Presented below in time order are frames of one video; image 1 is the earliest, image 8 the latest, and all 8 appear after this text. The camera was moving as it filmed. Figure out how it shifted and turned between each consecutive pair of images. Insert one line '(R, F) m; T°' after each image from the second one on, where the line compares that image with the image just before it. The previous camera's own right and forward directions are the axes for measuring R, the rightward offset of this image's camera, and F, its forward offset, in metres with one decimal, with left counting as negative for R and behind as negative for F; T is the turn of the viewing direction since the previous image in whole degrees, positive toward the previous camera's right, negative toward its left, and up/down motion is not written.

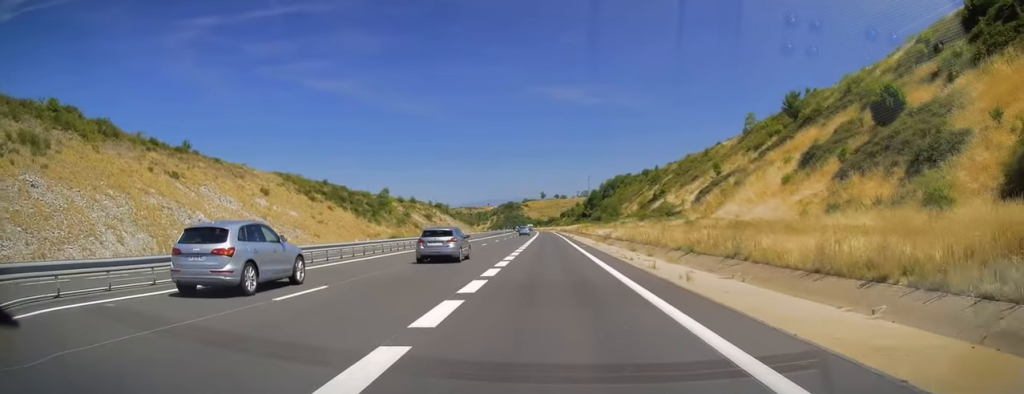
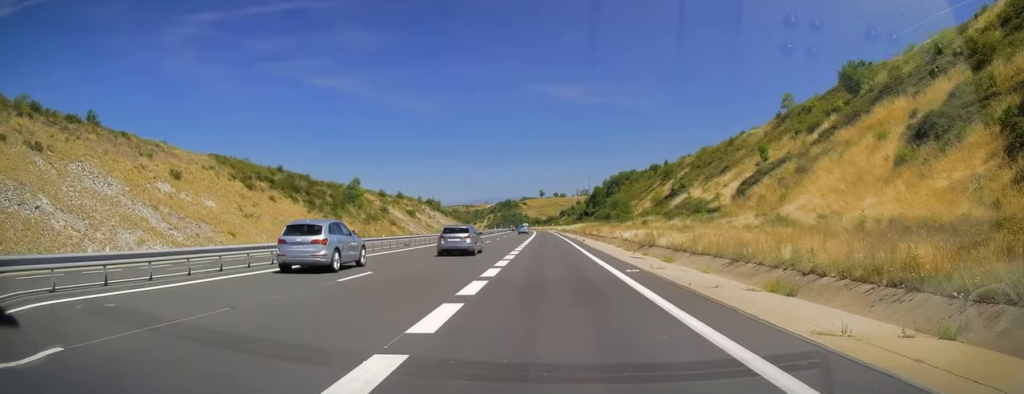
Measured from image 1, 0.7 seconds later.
(0.0, +22.3) m; 0°
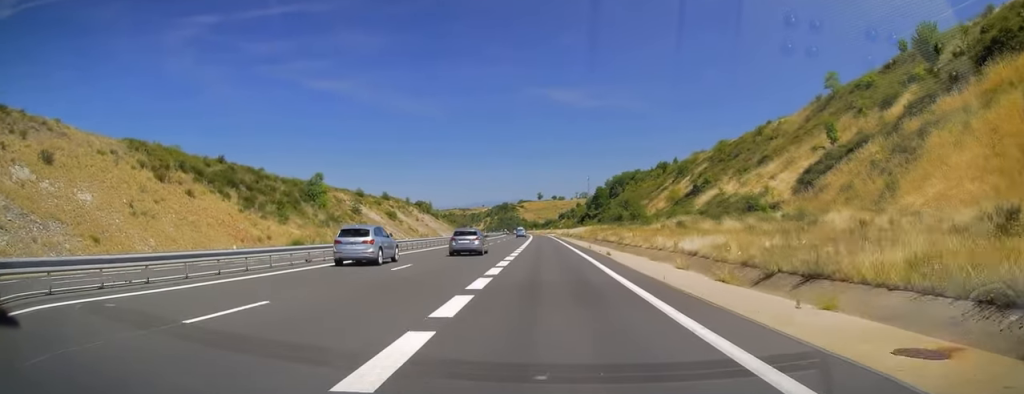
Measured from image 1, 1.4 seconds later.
(0.0, +20.2) m; 0°
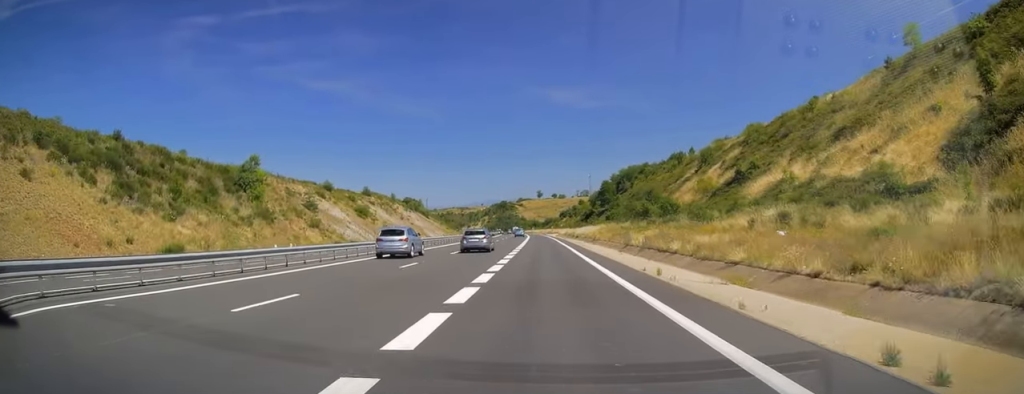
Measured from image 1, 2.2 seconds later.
(0.0, +24.3) m; 0°
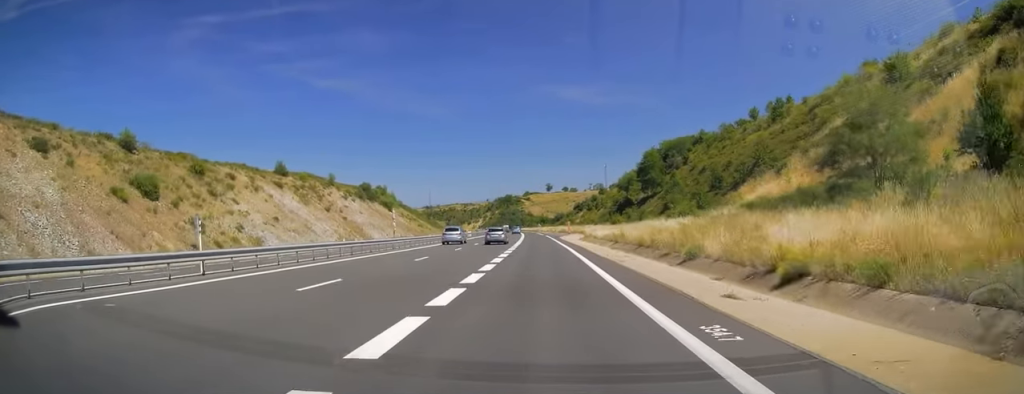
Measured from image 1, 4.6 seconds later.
(-0.1, +74.5) m; 0°
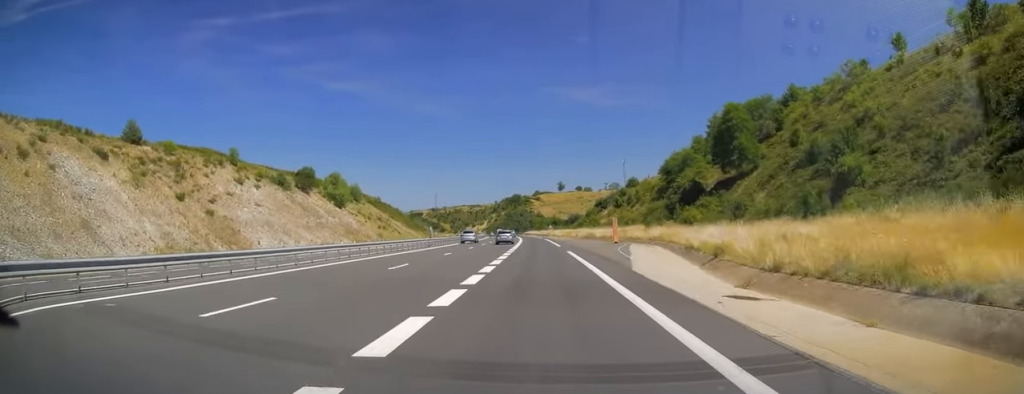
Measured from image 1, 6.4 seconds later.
(-0.8, +56.6) m; -2°
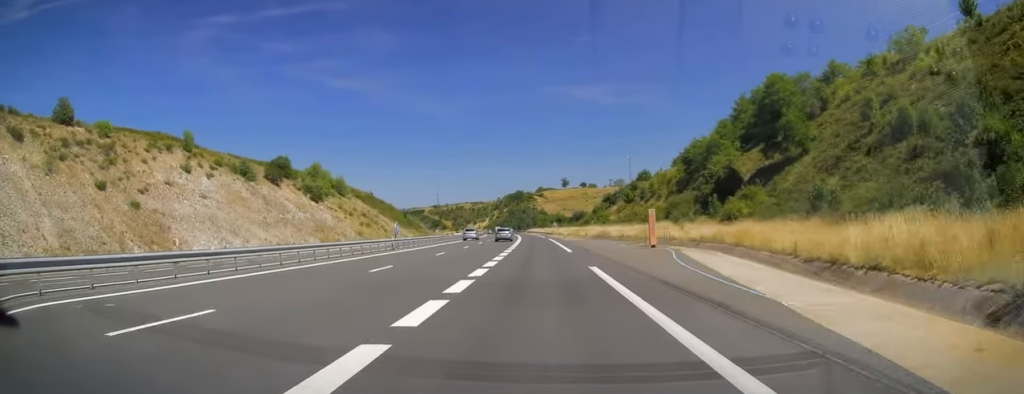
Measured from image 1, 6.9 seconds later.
(0.0, +15.7) m; 0°
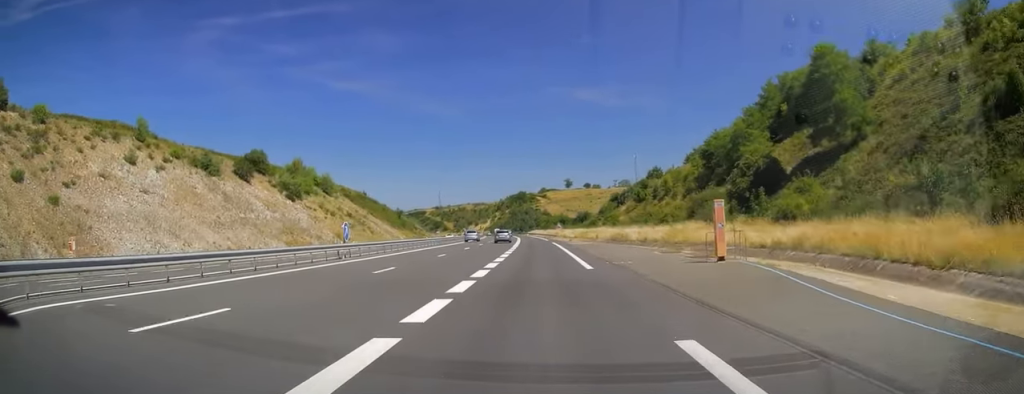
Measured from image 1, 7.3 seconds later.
(0.0, +12.5) m; 0°
